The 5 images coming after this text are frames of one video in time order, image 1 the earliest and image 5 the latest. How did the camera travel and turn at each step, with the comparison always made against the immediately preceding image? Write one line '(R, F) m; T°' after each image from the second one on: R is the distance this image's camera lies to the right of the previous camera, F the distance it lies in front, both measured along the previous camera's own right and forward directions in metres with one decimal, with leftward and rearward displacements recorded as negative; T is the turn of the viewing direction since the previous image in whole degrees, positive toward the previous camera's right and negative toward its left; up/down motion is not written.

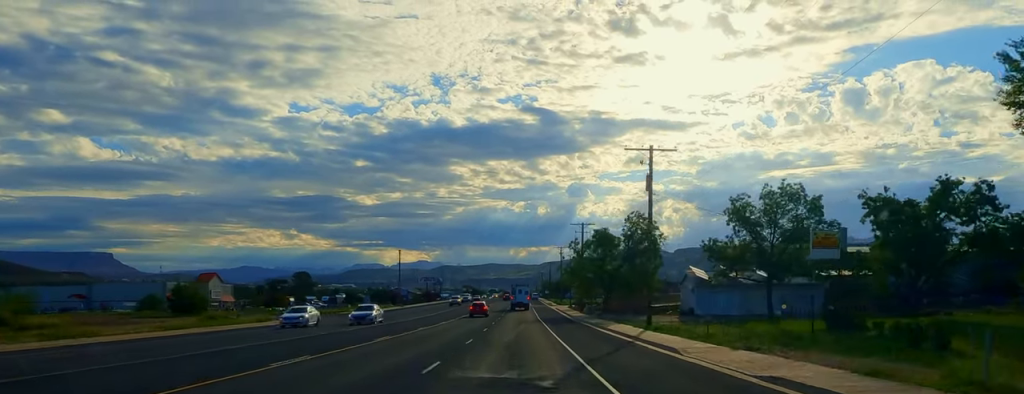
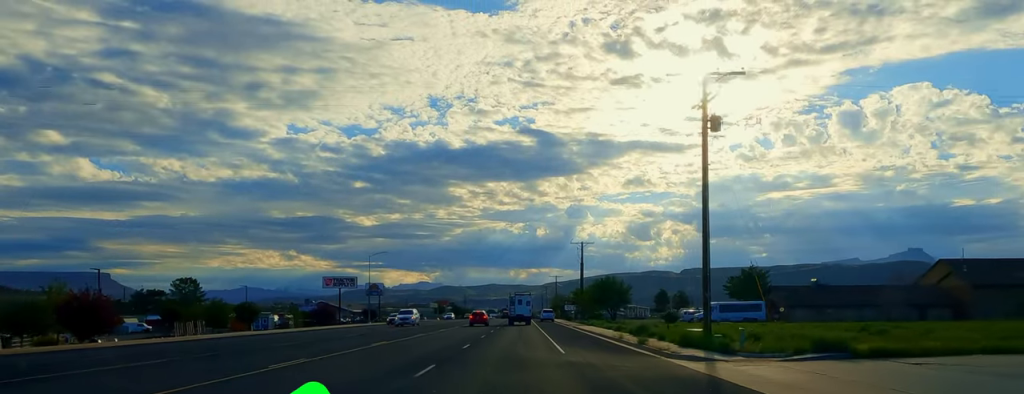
(0.0, +106.4) m; 0°
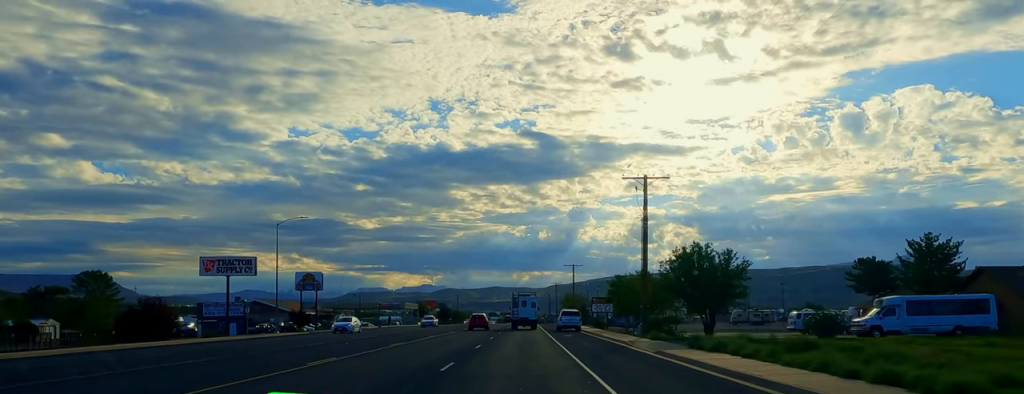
(0.0, +45.3) m; 0°
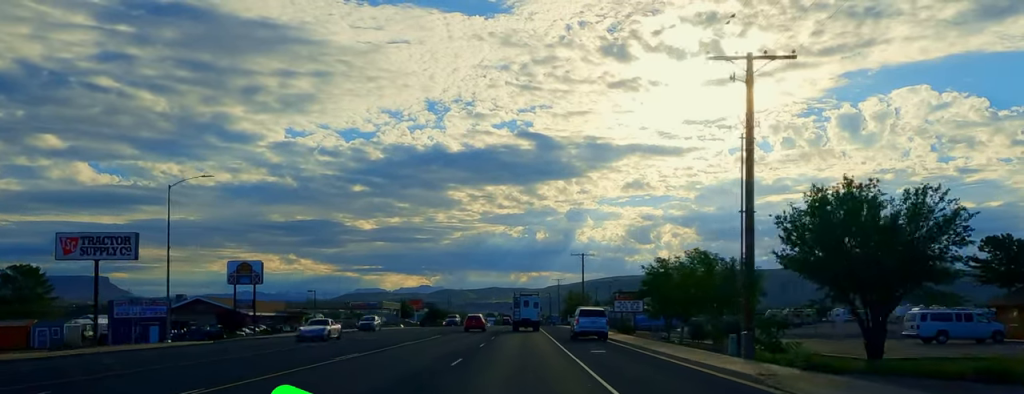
(0.0, +21.8) m; 0°
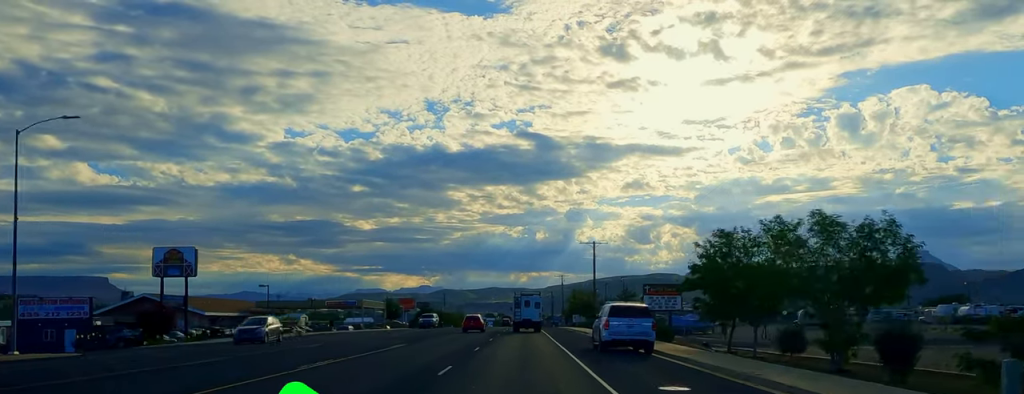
(0.0, +15.2) m; 0°
